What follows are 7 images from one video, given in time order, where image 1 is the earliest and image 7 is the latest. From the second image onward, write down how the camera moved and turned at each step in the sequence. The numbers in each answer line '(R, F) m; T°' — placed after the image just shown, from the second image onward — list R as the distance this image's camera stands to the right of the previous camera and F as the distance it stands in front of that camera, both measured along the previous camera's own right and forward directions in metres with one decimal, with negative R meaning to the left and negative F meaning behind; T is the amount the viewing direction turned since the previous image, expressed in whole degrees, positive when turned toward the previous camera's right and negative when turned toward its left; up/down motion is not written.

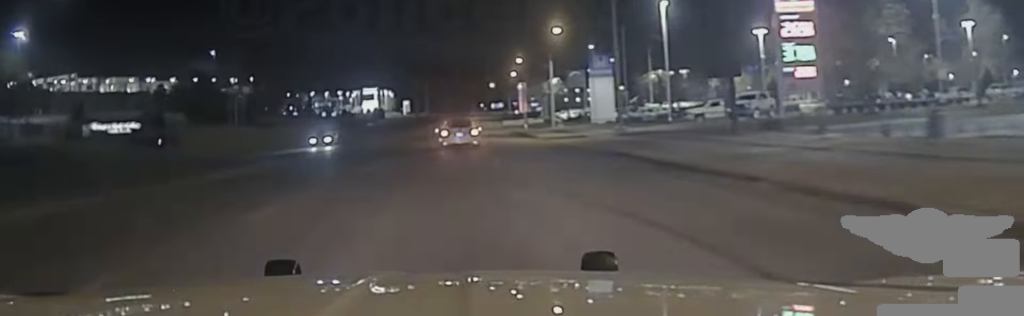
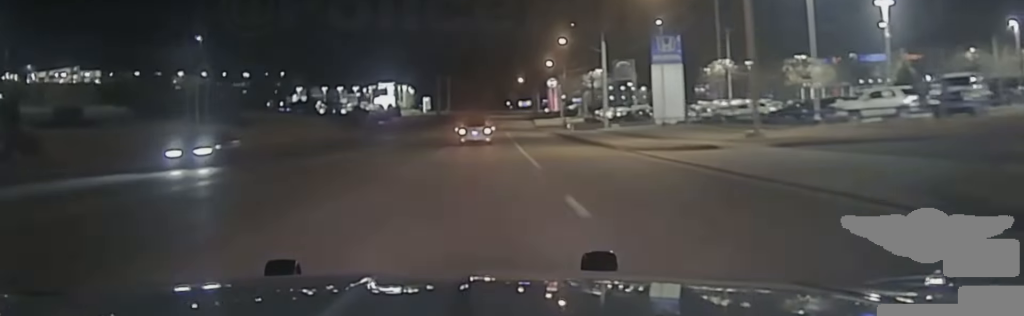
(-0.5, +27.8) m; -2°
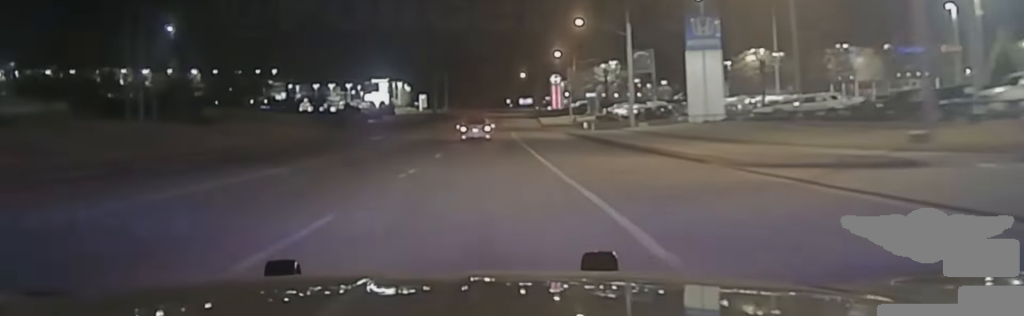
(0.0, +15.3) m; -1°
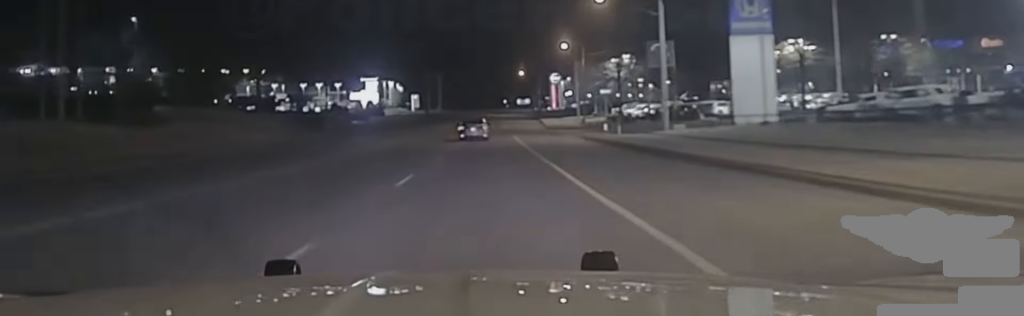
(-0.2, +14.1) m; 0°
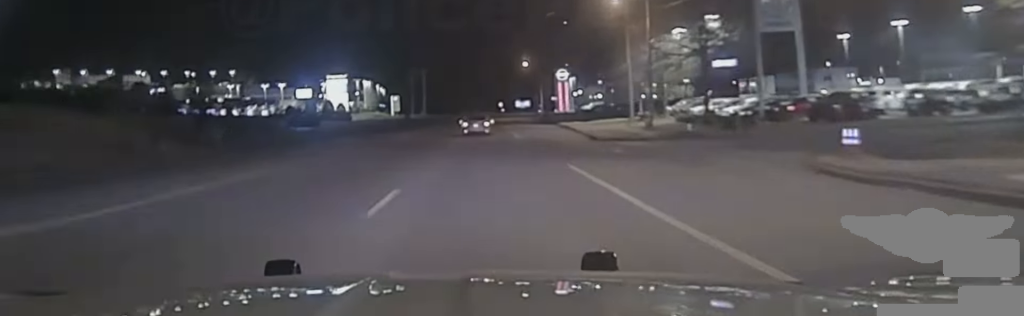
(+0.8, +42.8) m; +3°
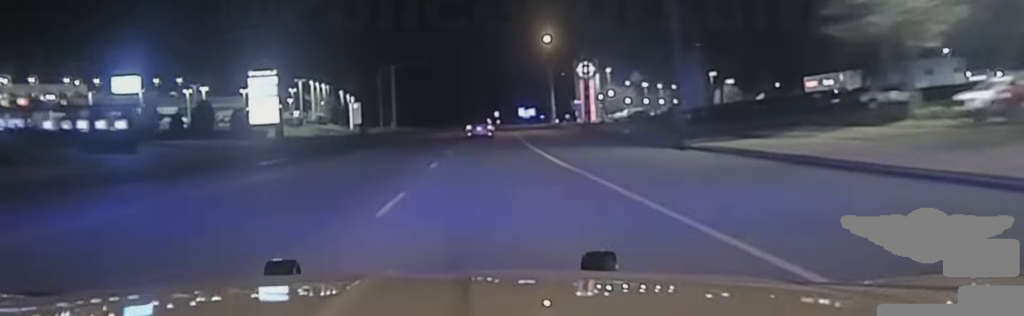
(+0.3, +61.0) m; 0°
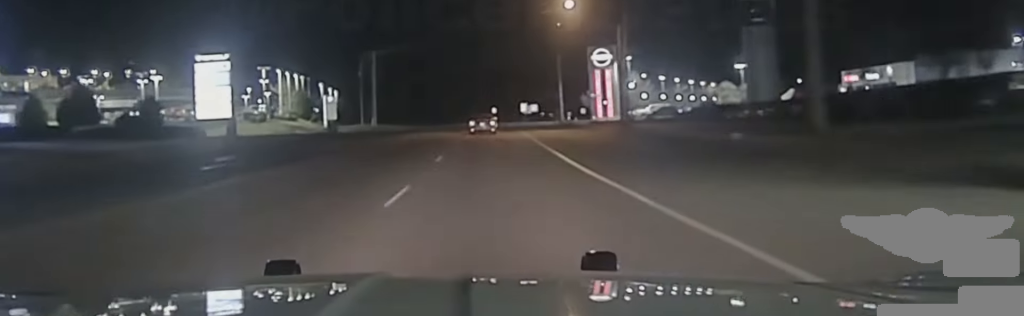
(0.0, +23.9) m; 0°
